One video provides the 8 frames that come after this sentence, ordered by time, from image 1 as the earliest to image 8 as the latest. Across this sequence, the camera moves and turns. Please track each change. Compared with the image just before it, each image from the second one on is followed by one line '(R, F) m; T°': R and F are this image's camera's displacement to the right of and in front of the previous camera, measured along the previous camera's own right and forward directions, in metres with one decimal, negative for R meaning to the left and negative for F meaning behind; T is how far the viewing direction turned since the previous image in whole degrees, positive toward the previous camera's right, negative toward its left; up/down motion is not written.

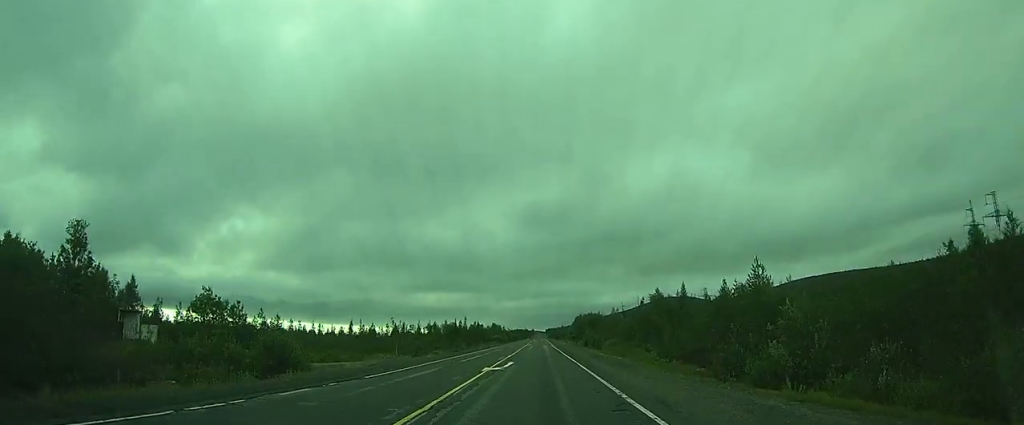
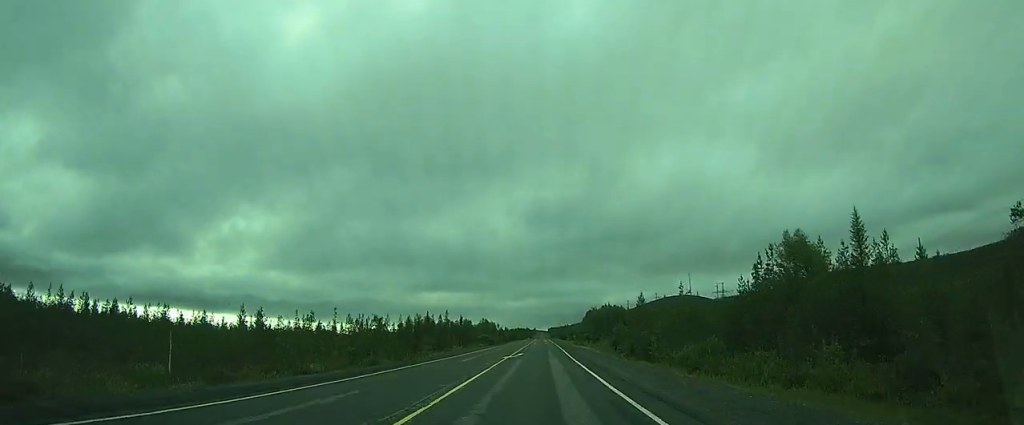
(-0.4, +47.9) m; -1°
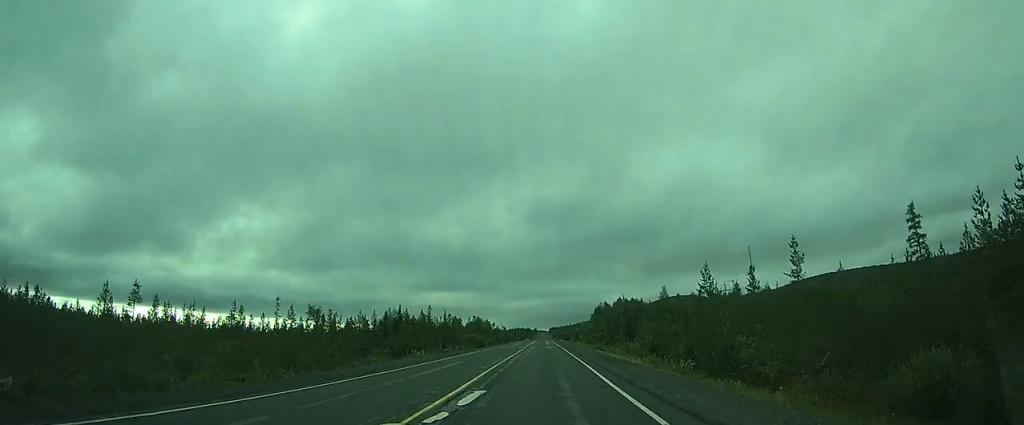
(0.0, +27.6) m; 0°
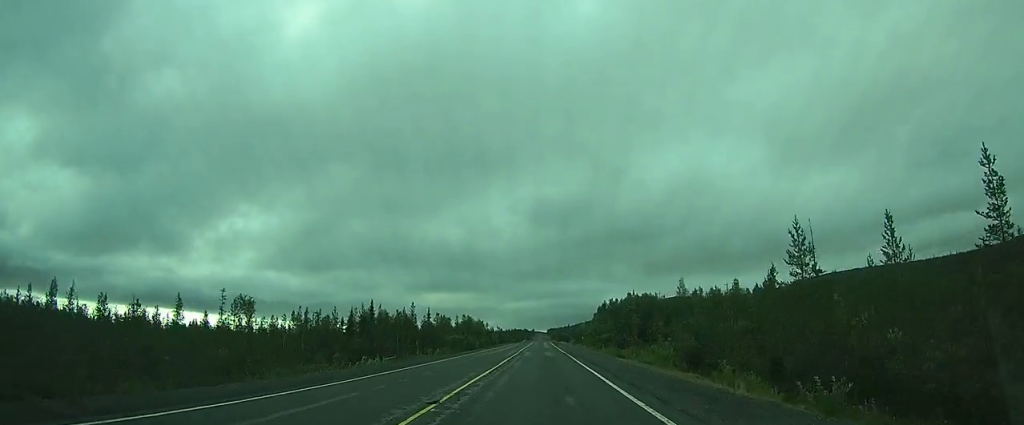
(0.0, +16.6) m; 0°
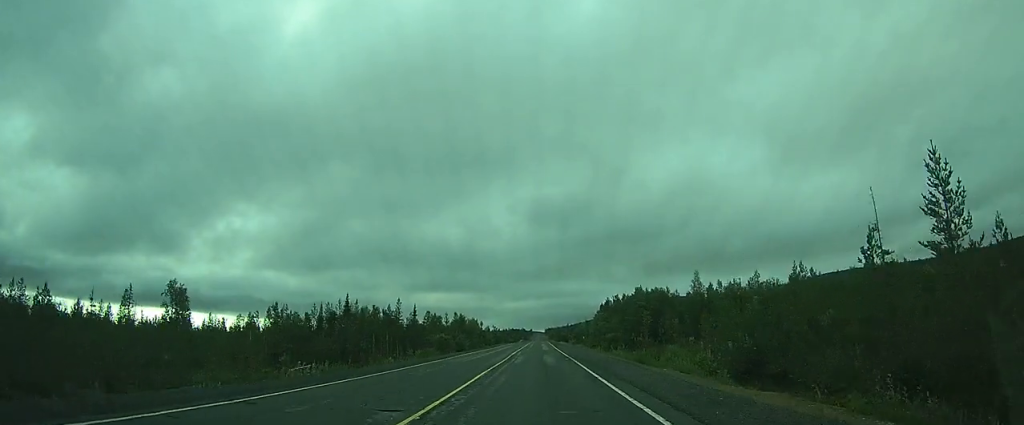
(0.0, +11.0) m; 0°
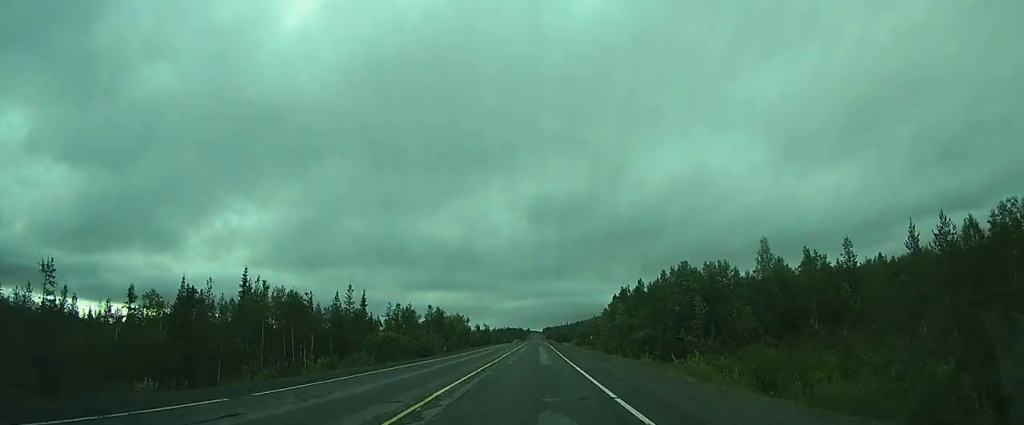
(+0.1, +28.9) m; 0°
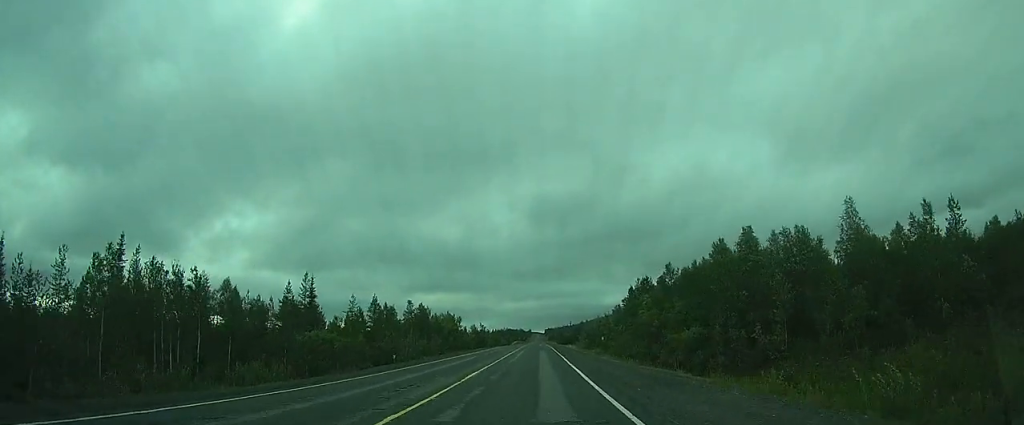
(0.0, +17.8) m; 0°
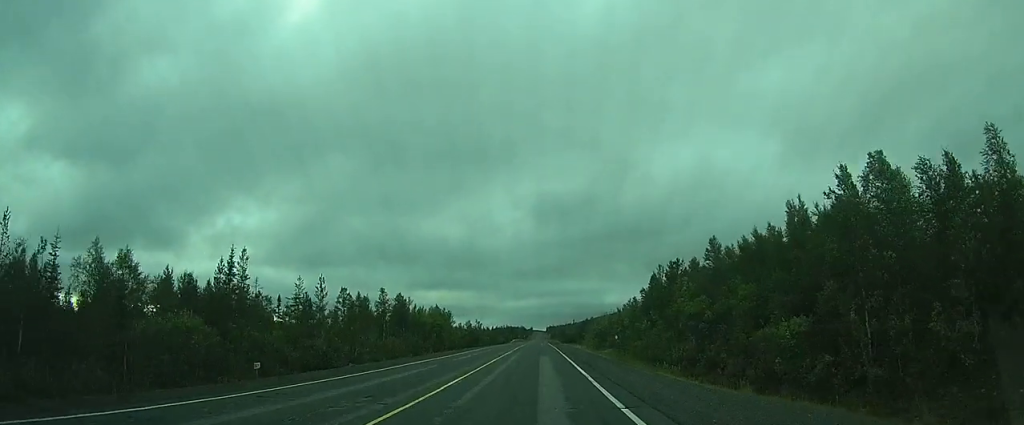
(0.0, +16.1) m; 0°
